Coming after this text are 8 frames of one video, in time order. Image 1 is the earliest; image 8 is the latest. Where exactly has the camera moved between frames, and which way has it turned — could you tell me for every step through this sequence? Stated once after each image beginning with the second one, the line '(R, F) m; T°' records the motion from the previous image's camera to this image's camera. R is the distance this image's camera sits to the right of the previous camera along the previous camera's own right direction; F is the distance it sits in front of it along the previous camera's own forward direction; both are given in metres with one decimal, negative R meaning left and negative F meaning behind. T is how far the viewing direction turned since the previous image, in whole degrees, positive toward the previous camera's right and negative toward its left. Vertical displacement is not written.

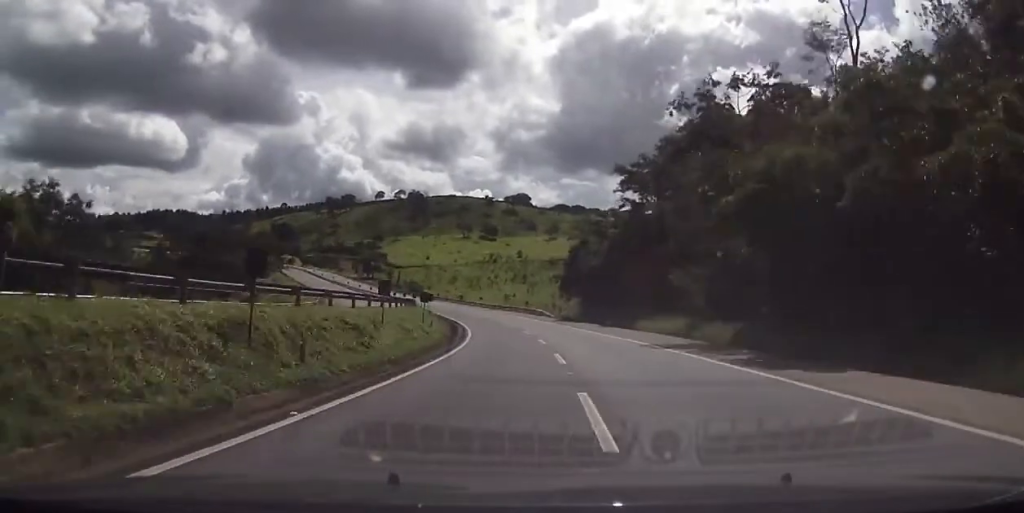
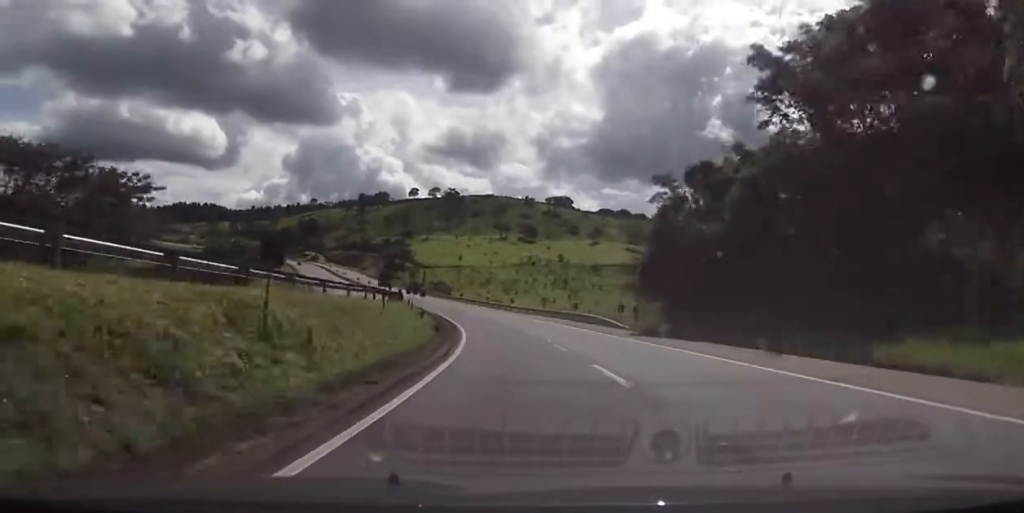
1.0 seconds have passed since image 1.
(-0.6, +30.1) m; -3°
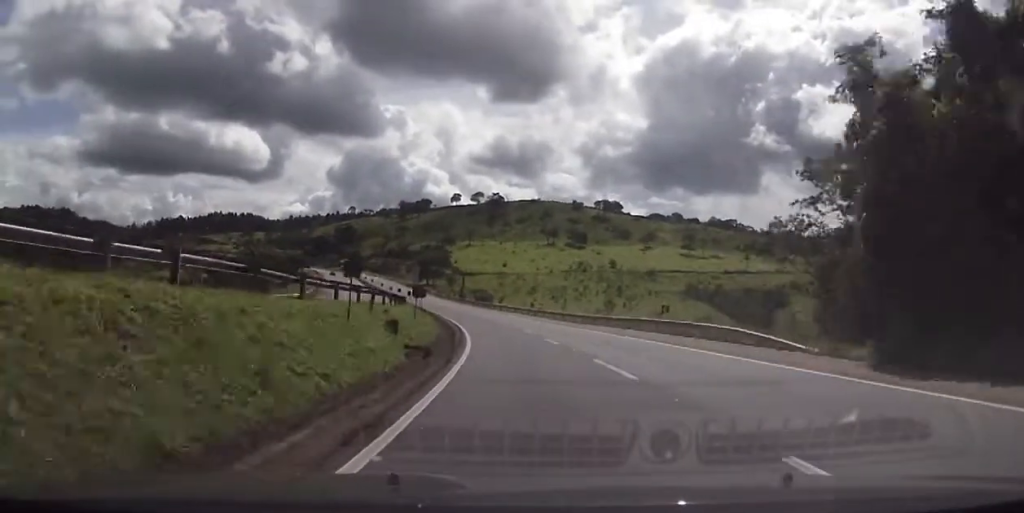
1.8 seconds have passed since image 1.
(-0.7, +23.8) m; -3°
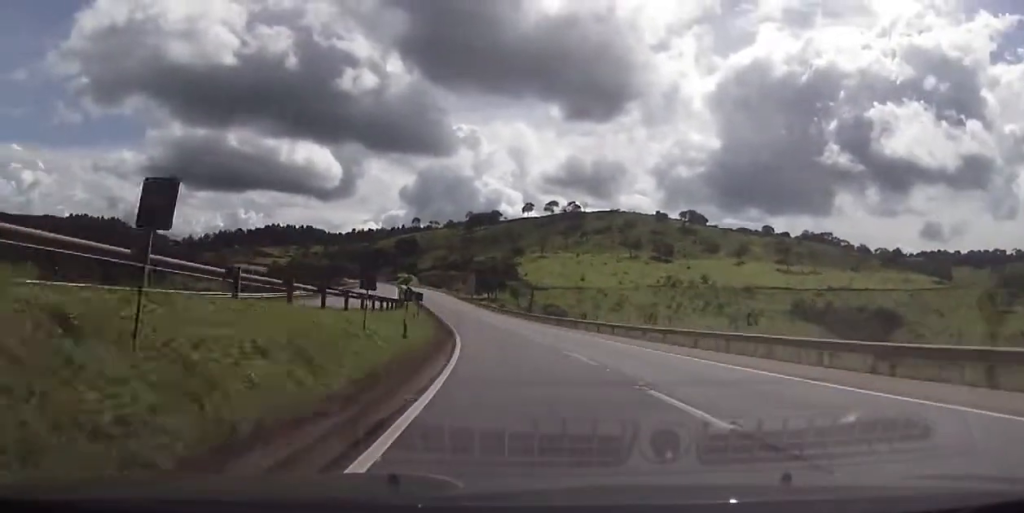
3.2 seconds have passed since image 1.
(-2.3, +42.4) m; -6°
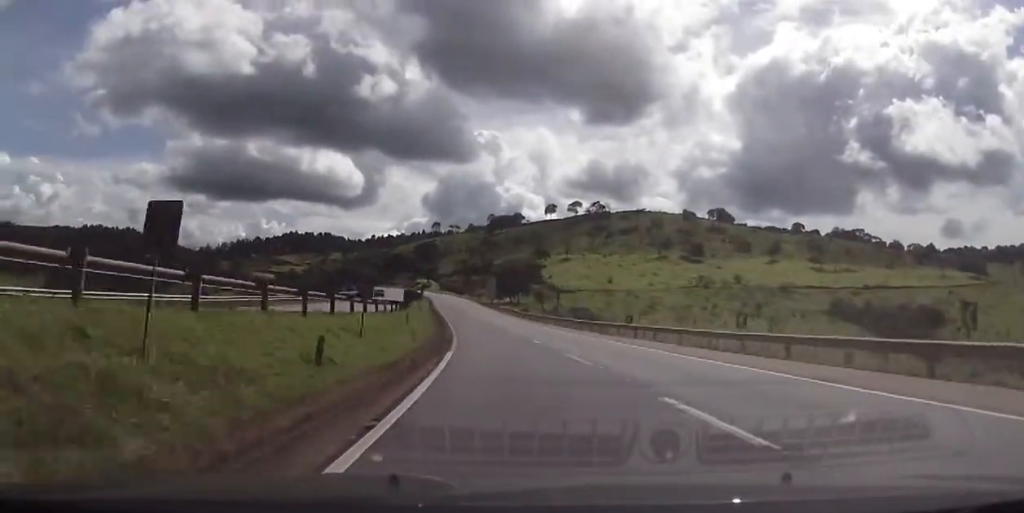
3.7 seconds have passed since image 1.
(-0.3, +13.8) m; -2°
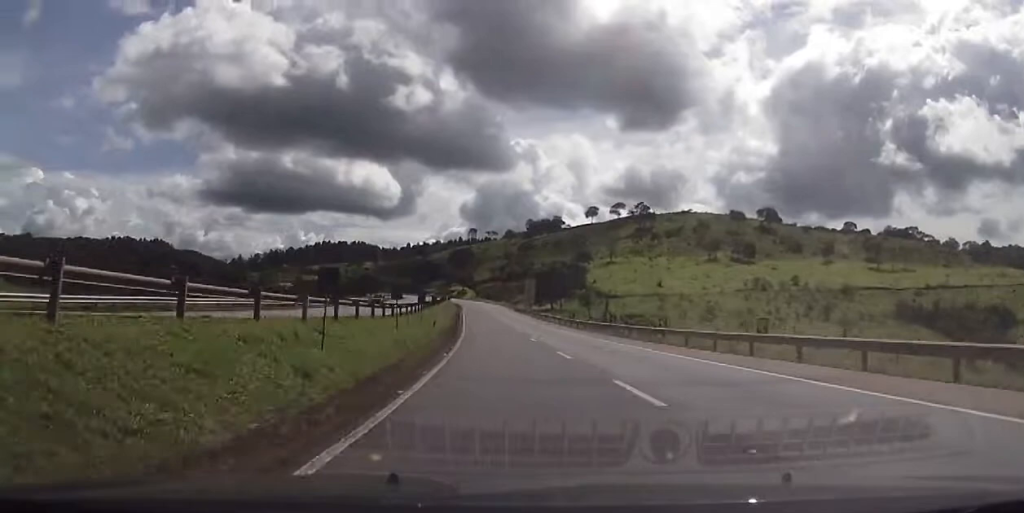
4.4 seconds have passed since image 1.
(-0.2, +20.7) m; -3°
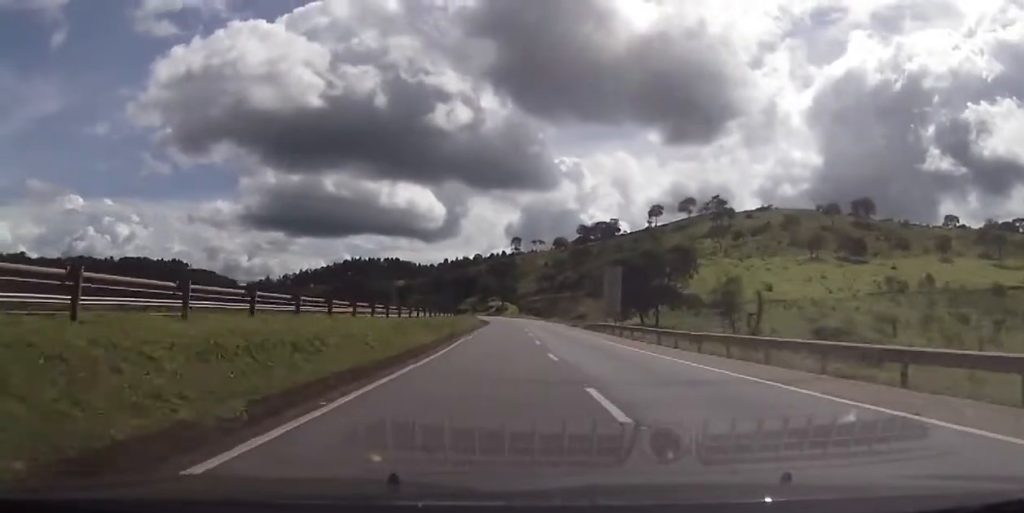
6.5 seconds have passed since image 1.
(-4.9, +62.8) m; -6°
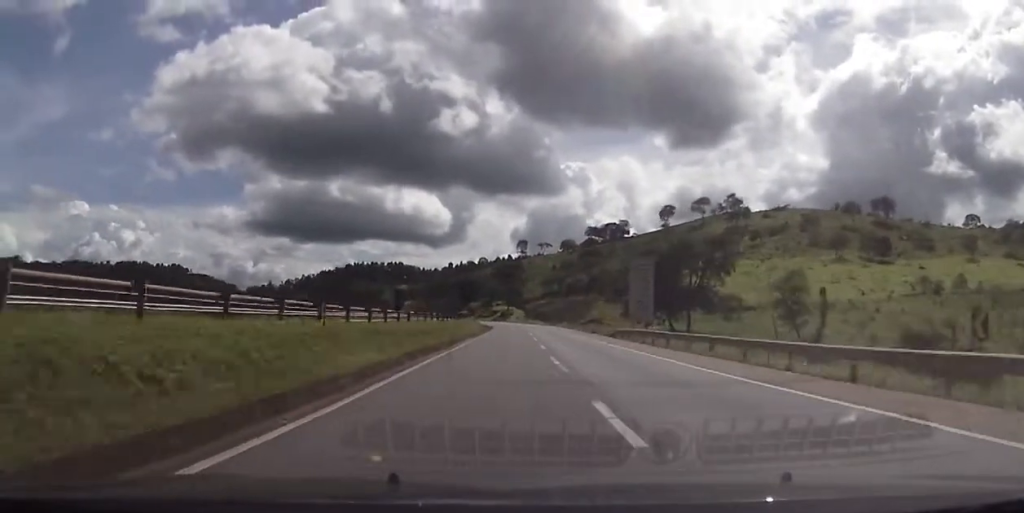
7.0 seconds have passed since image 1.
(+0.1, +13.8) m; 0°
